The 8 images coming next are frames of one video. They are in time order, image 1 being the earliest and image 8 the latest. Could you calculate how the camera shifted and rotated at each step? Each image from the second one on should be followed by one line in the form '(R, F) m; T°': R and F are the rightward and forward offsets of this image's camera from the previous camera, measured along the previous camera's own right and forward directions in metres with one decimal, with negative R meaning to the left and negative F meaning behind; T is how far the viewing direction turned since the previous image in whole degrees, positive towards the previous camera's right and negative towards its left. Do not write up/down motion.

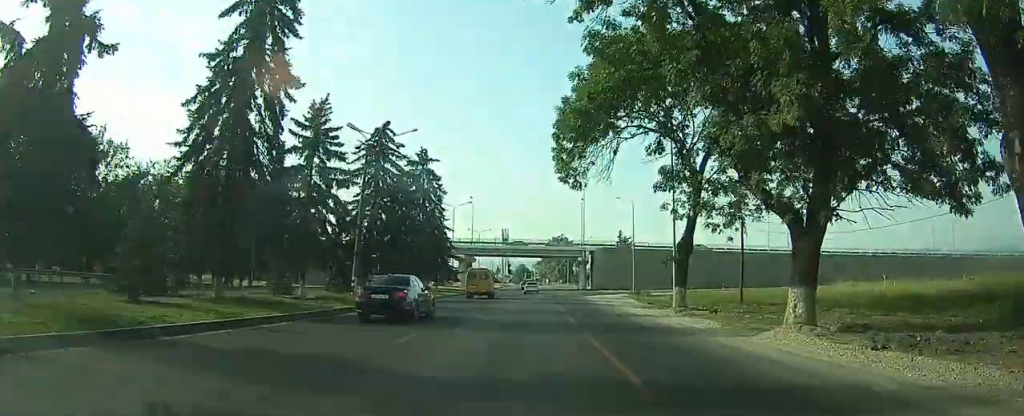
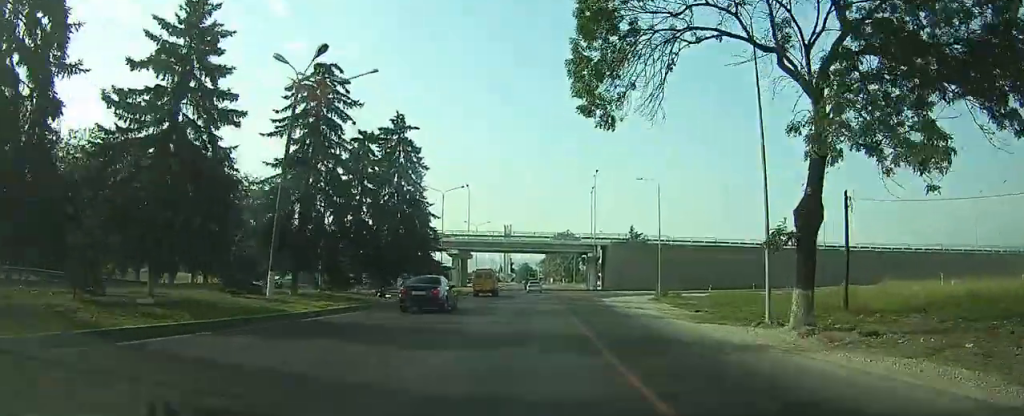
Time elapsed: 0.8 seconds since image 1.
(-0.1, +13.3) m; -1°
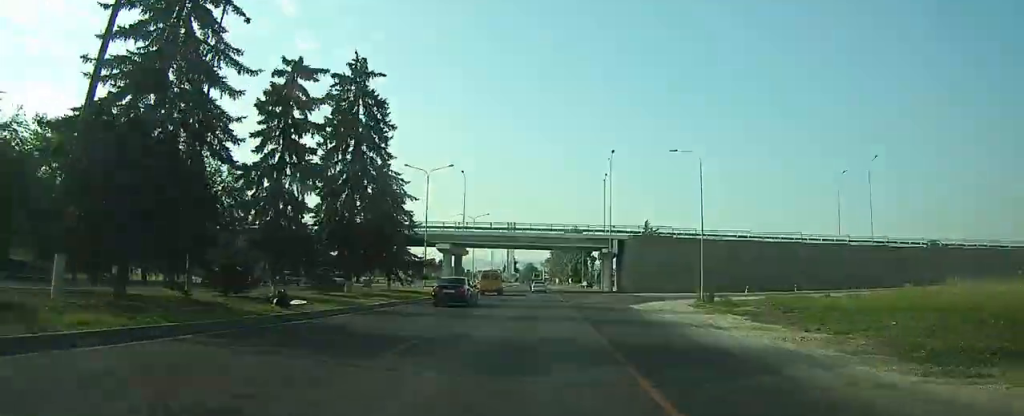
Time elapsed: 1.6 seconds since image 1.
(-0.1, +13.8) m; 0°
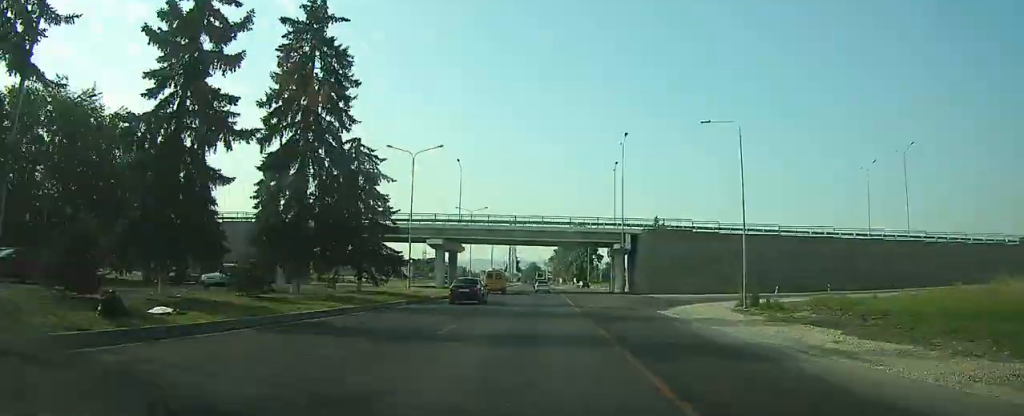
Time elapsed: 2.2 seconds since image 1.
(0.0, +8.8) m; 0°
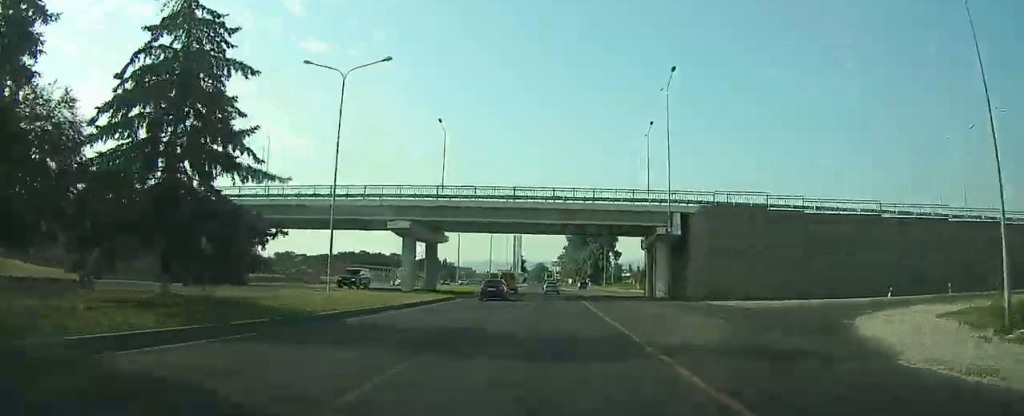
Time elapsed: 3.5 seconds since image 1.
(+0.6, +21.4) m; +3°
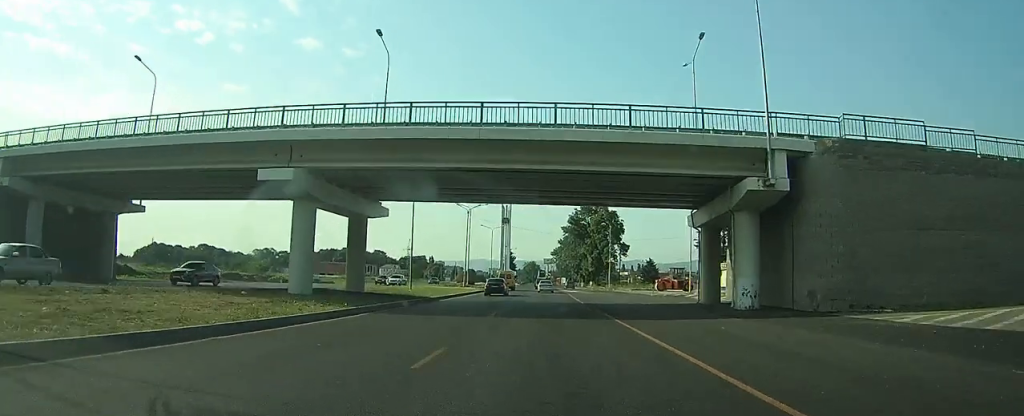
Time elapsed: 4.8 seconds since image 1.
(-1.0, +21.1) m; -7°
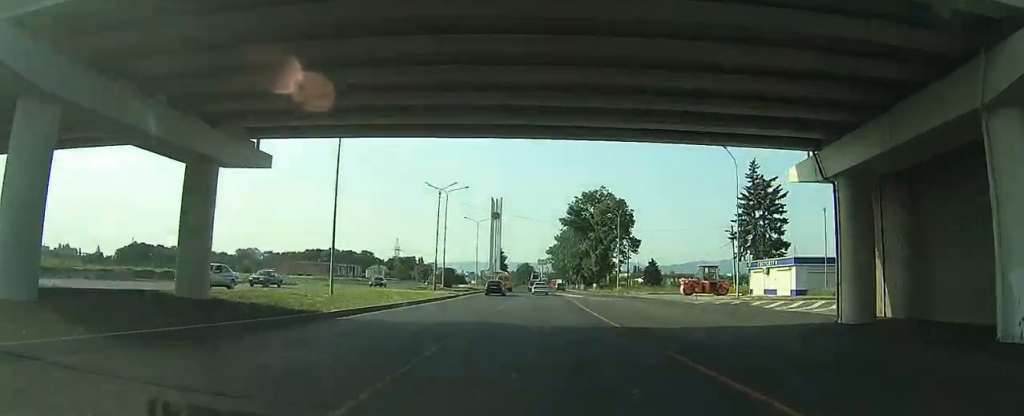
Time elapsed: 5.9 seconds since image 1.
(-0.4, +15.7) m; +2°
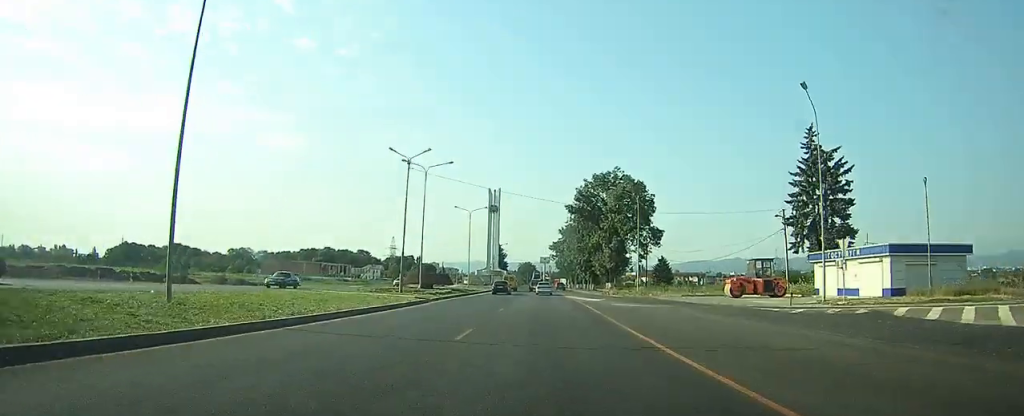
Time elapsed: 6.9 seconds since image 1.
(+0.6, +13.7) m; +2°
